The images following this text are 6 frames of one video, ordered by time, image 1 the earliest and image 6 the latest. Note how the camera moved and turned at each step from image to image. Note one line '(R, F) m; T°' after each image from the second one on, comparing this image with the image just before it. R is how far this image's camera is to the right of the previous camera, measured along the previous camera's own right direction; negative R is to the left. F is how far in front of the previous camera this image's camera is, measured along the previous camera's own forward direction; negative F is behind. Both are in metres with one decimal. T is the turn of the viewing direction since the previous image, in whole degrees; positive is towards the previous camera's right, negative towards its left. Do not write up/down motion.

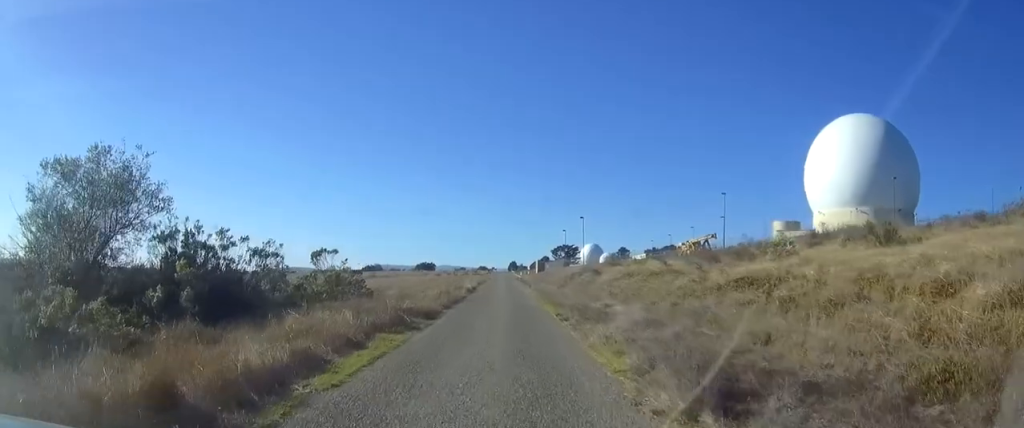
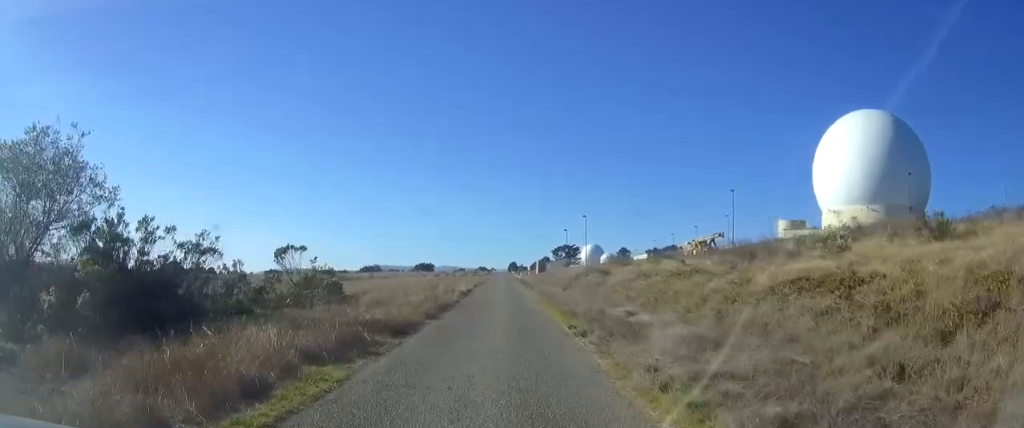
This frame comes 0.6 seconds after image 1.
(-0.1, +4.5) m; 0°
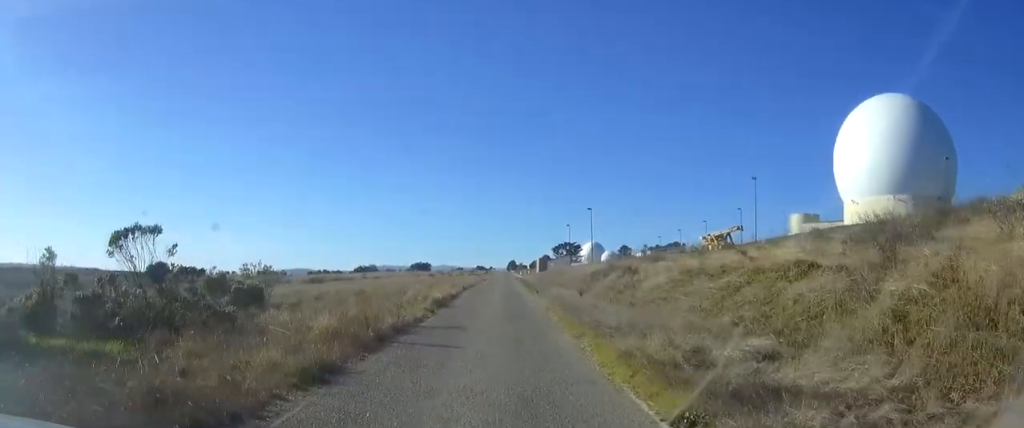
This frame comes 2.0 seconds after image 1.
(+0.1, +10.5) m; +1°
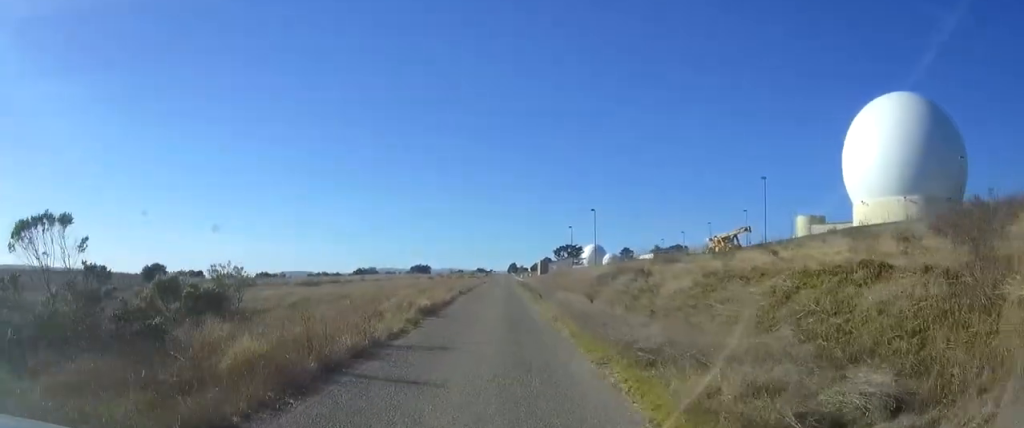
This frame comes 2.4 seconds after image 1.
(0.0, +3.4) m; 0°
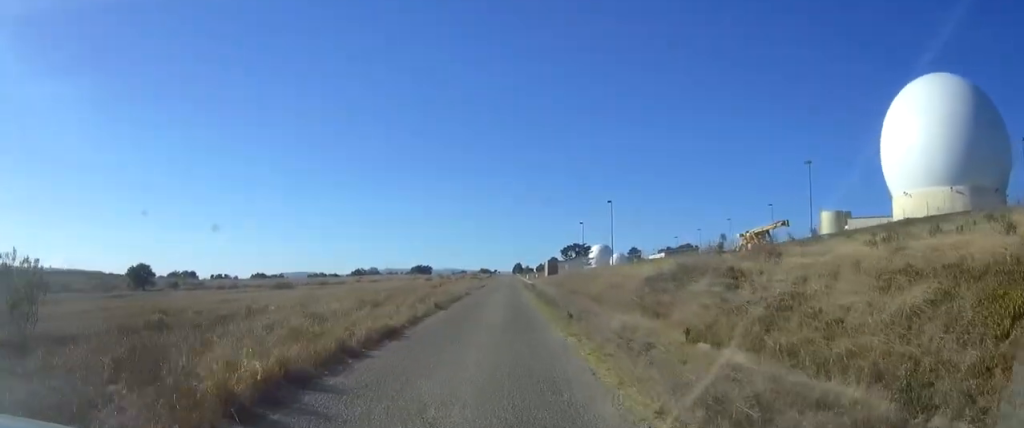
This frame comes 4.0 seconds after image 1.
(+0.1, +13.4) m; 0°
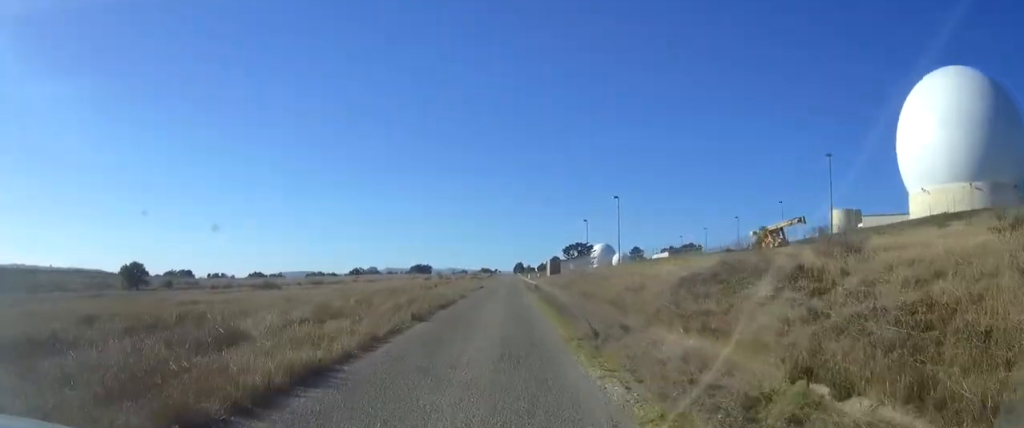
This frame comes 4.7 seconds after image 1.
(0.0, +5.4) m; -1°
